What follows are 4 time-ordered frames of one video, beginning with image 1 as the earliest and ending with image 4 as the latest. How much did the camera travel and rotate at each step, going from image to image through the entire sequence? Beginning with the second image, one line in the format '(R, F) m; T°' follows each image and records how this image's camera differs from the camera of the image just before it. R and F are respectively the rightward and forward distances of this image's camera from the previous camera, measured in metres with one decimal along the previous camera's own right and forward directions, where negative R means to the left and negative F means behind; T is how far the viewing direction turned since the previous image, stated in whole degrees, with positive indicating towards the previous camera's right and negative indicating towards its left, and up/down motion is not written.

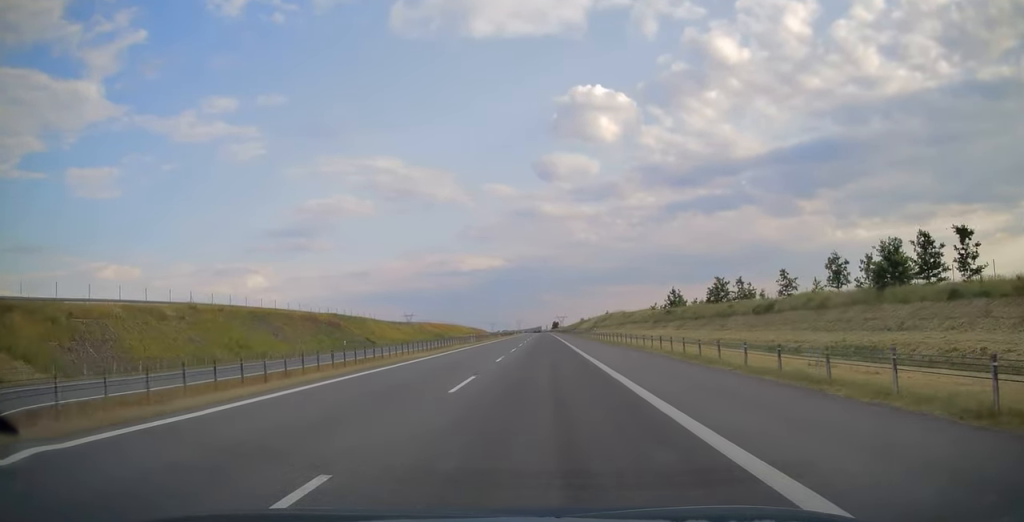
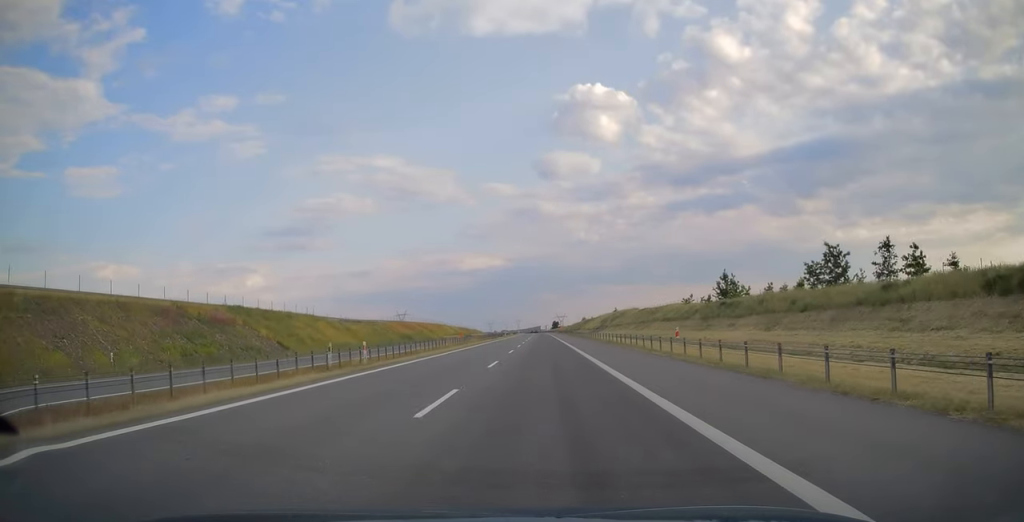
(0.0, +40.0) m; 0°
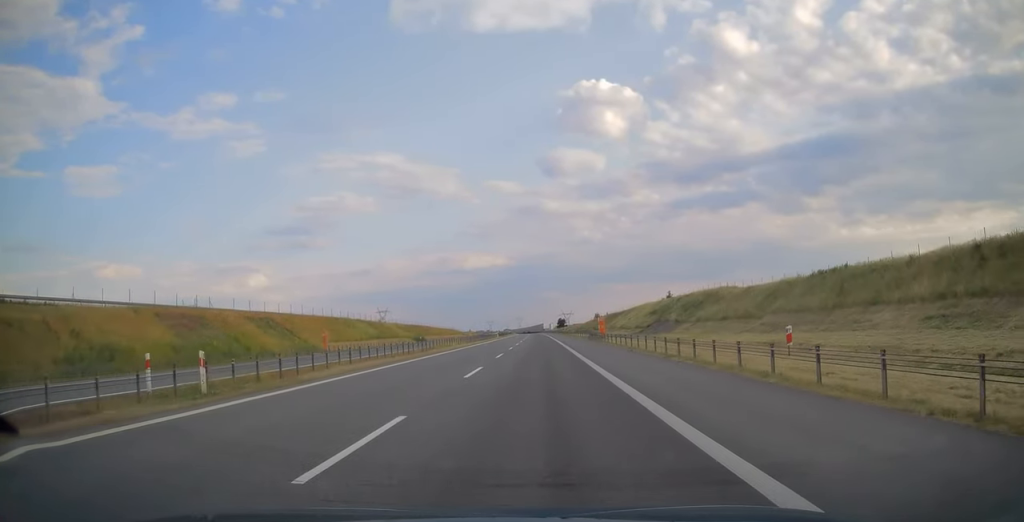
(+0.1, +112.4) m; 0°
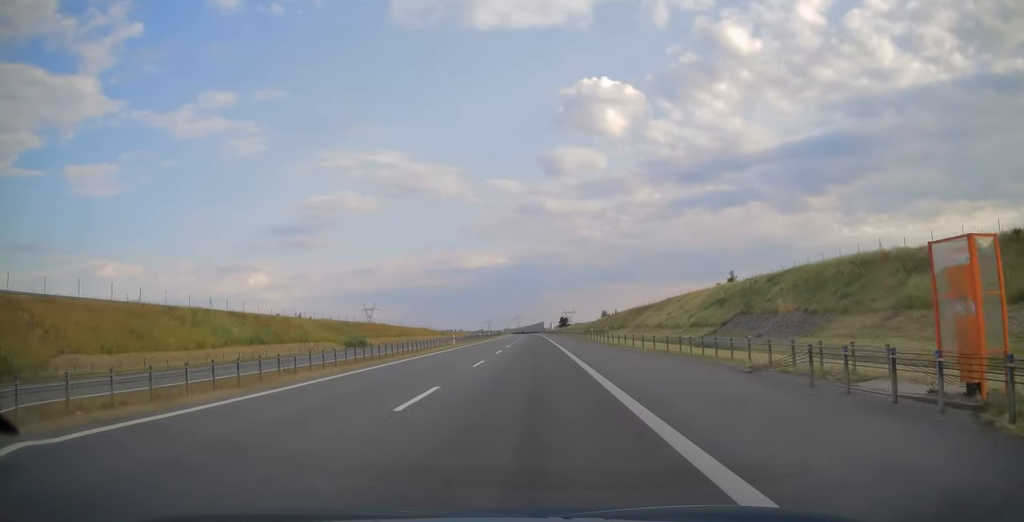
(-0.3, +55.2) m; 0°
